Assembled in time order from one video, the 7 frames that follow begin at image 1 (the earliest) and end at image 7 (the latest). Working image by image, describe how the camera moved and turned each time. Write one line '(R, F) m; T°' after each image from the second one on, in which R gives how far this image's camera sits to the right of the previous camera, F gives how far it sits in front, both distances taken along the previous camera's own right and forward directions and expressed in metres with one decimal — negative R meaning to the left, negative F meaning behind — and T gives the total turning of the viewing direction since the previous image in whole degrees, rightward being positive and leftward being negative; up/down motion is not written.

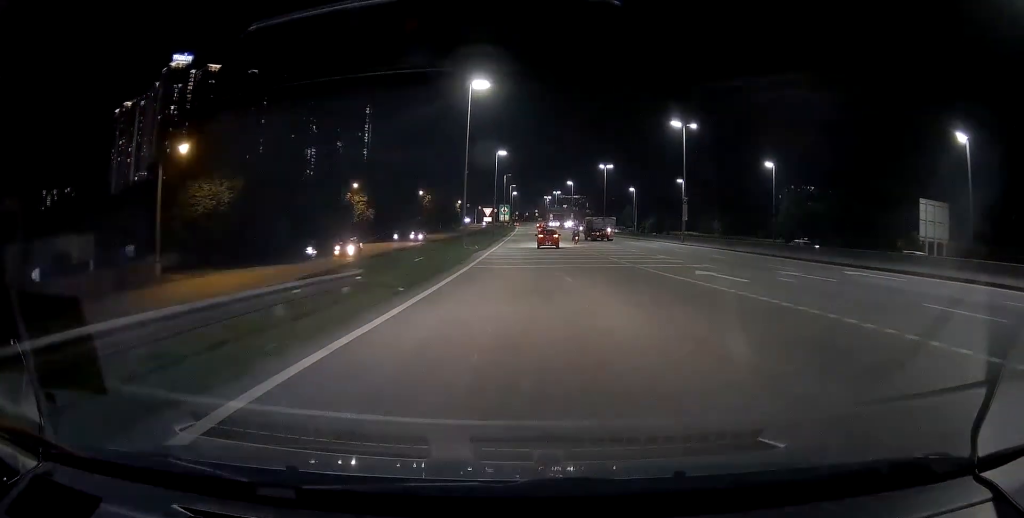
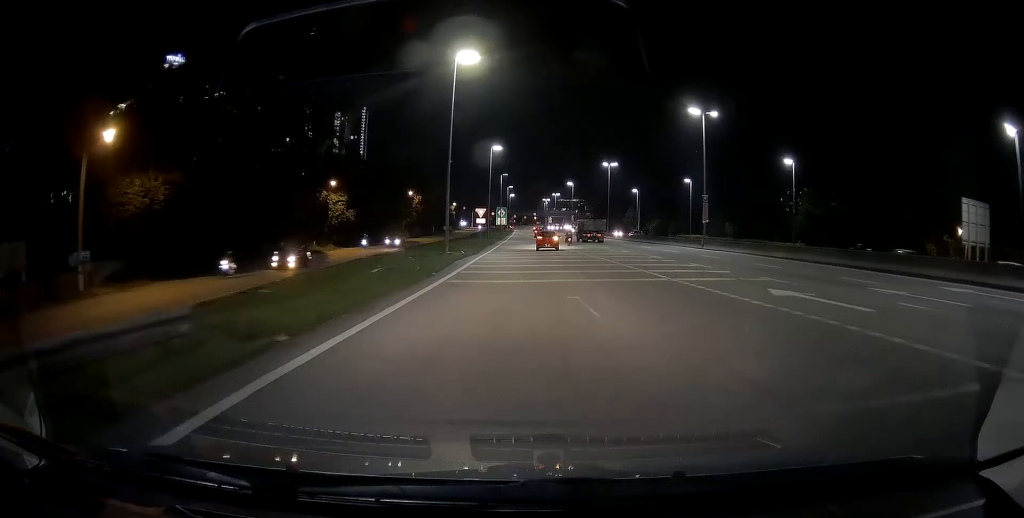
(+0.1, +7.5) m; -1°
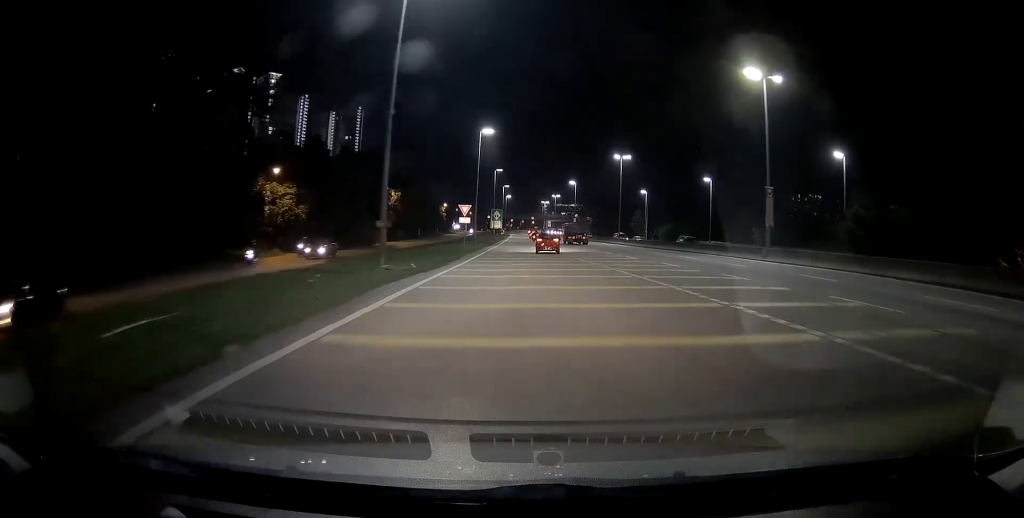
(-0.2, +14.4) m; -1°
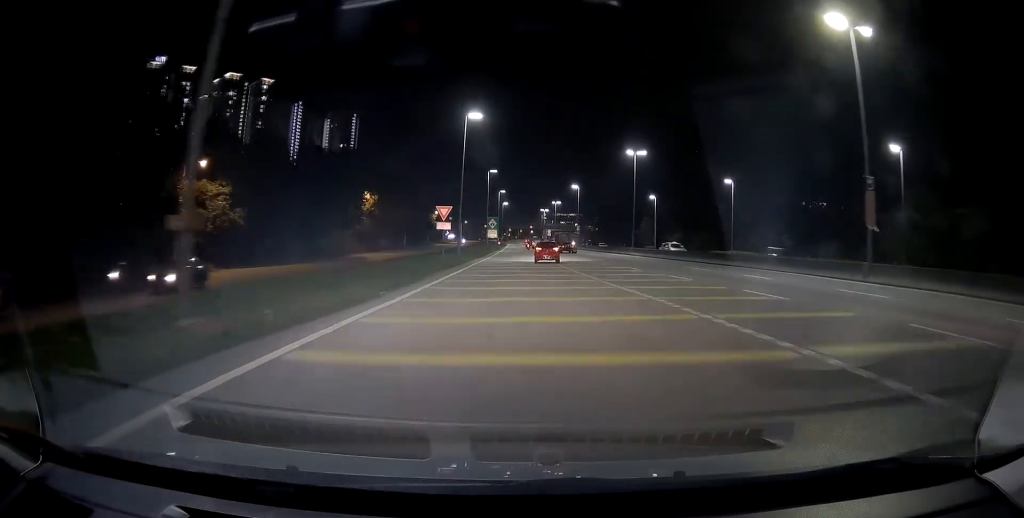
(-0.4, +12.2) m; 0°
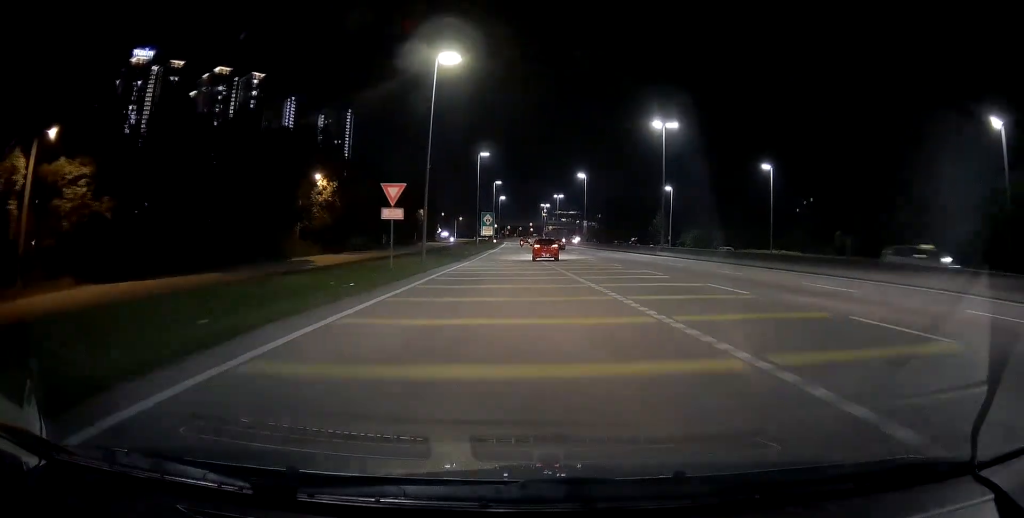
(+0.7, +15.1) m; +2°
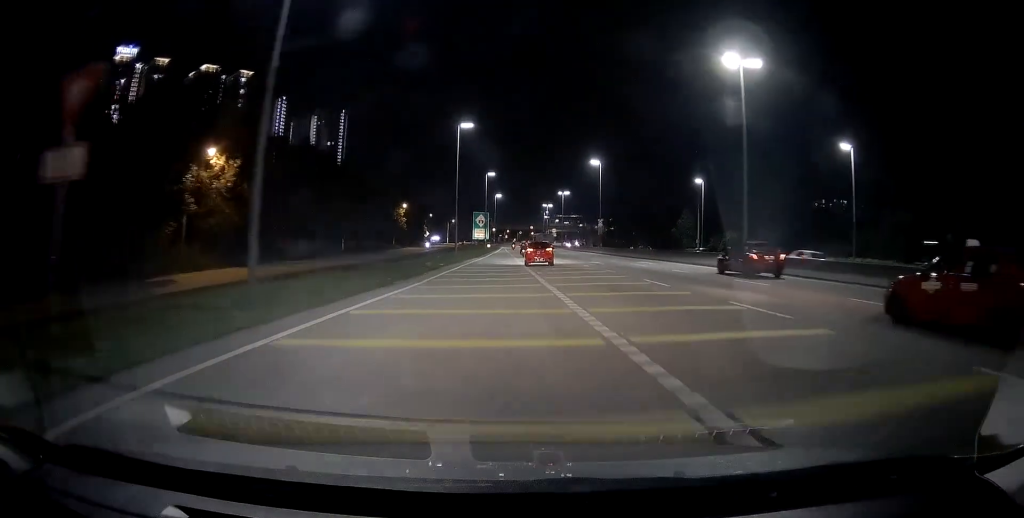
(0.0, +20.9) m; 0°
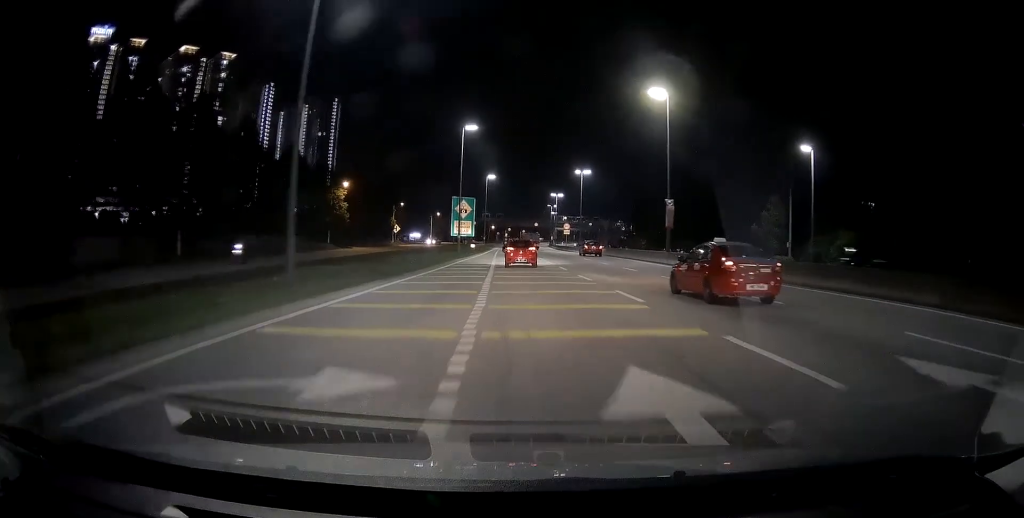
(-0.2, +36.8) m; -2°
